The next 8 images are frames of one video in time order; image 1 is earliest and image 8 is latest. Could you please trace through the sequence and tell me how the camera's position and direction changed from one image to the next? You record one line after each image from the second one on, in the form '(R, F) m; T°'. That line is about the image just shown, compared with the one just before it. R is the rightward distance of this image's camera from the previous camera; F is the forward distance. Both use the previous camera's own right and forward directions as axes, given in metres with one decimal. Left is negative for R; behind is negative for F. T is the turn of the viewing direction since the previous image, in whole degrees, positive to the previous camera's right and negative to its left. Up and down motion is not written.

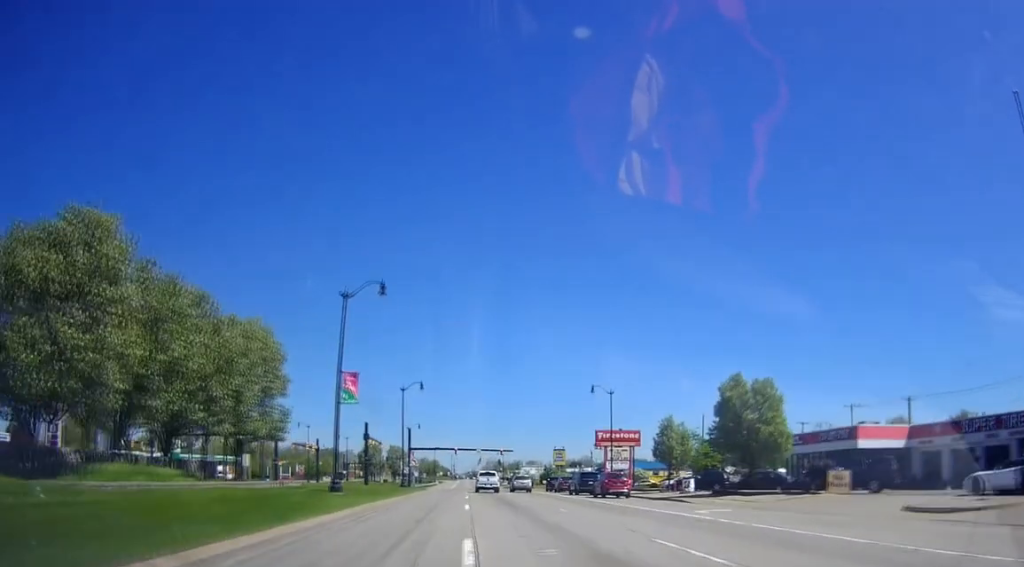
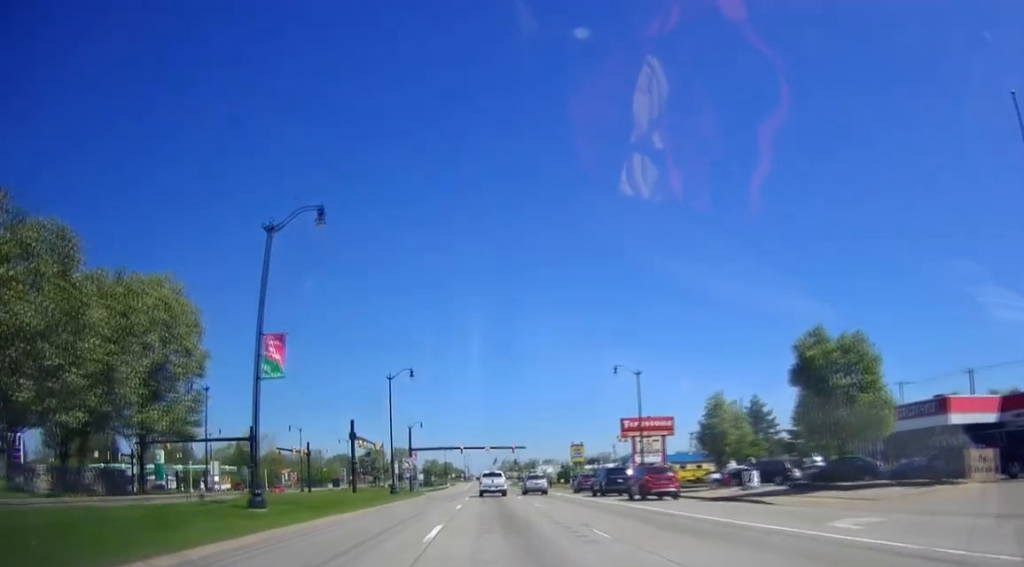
(-0.4, +11.0) m; -3°
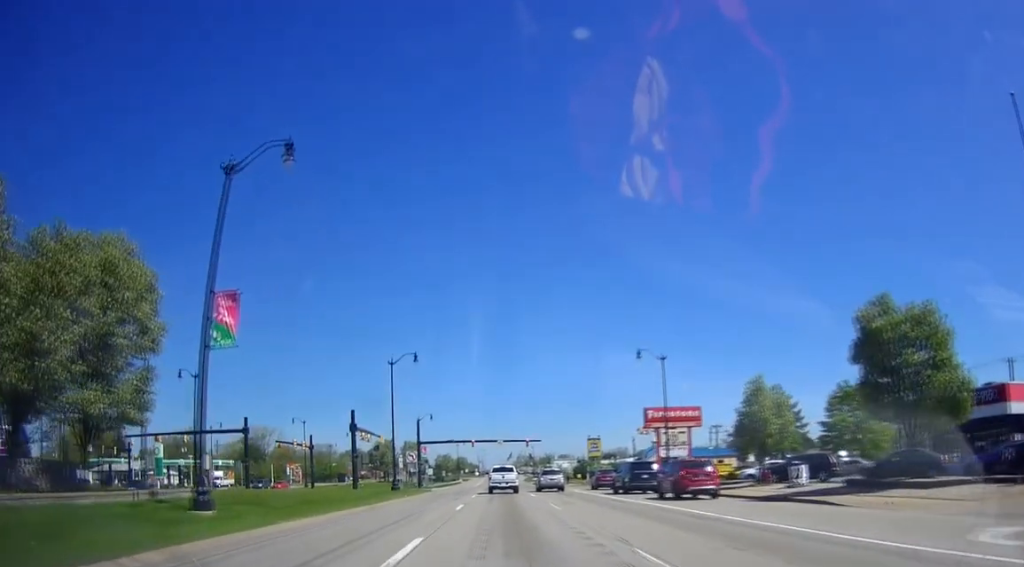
(-0.1, +4.8) m; -1°
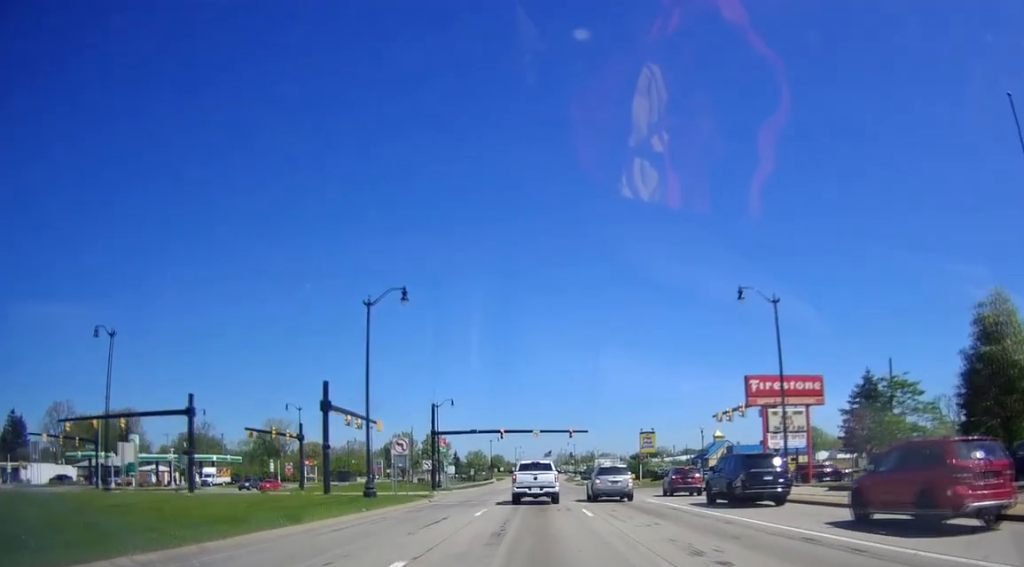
(-0.1, +18.6) m; 0°
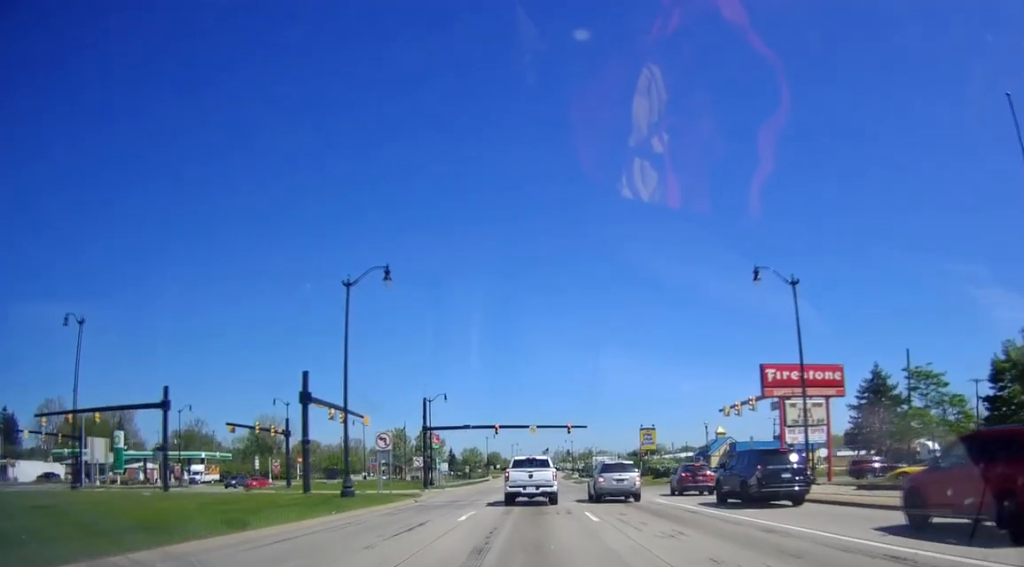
(0.0, +3.7) m; 0°
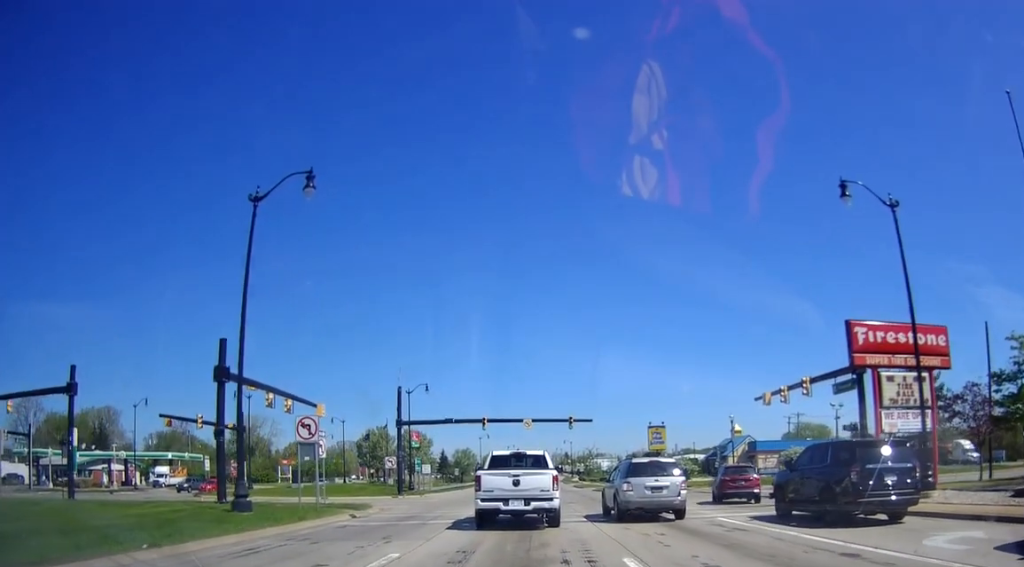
(0.0, +13.0) m; -1°
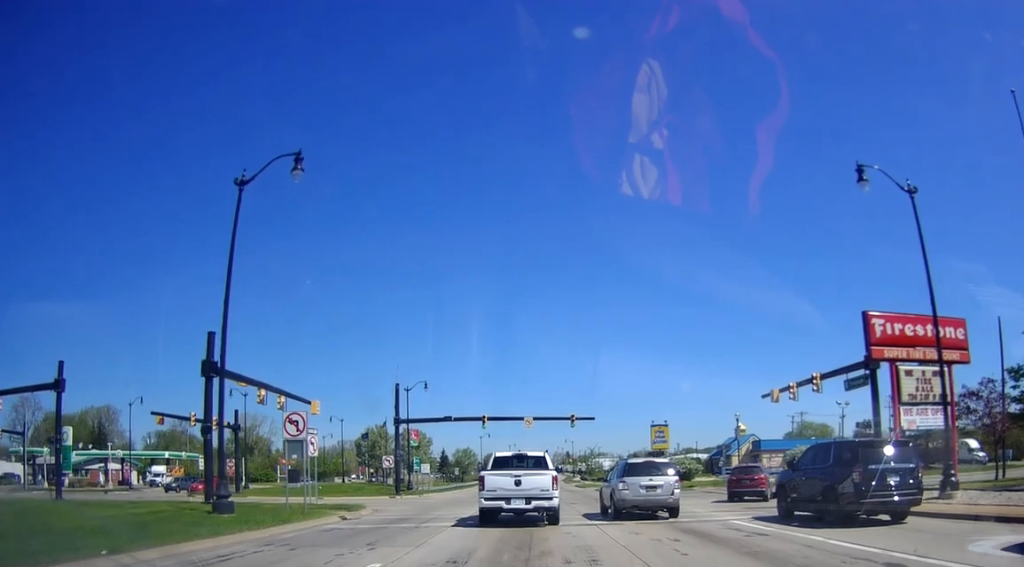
(0.0, +2.3) m; -3°
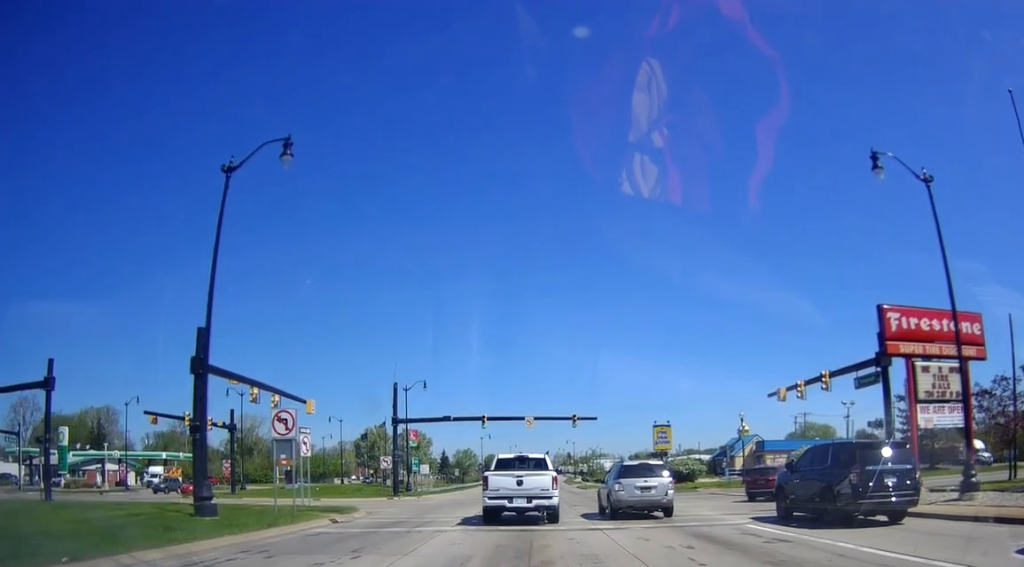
(0.0, +1.5) m; -4°
